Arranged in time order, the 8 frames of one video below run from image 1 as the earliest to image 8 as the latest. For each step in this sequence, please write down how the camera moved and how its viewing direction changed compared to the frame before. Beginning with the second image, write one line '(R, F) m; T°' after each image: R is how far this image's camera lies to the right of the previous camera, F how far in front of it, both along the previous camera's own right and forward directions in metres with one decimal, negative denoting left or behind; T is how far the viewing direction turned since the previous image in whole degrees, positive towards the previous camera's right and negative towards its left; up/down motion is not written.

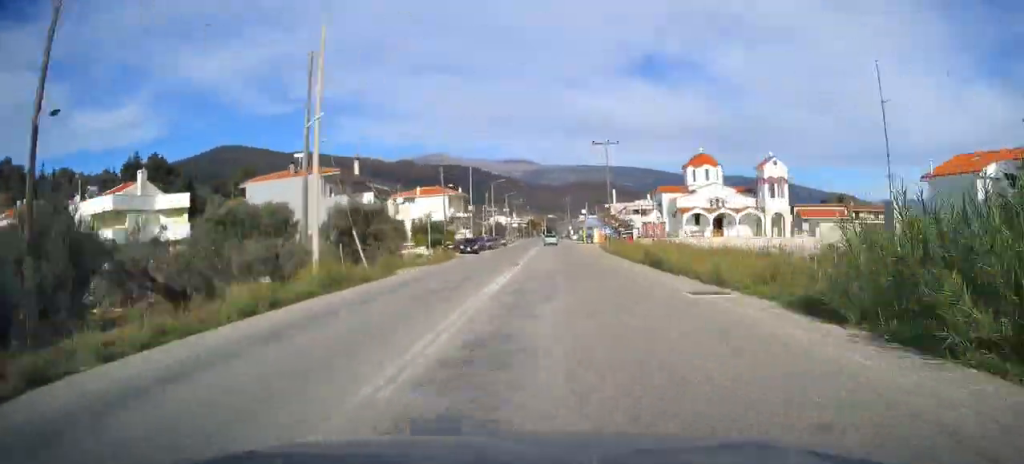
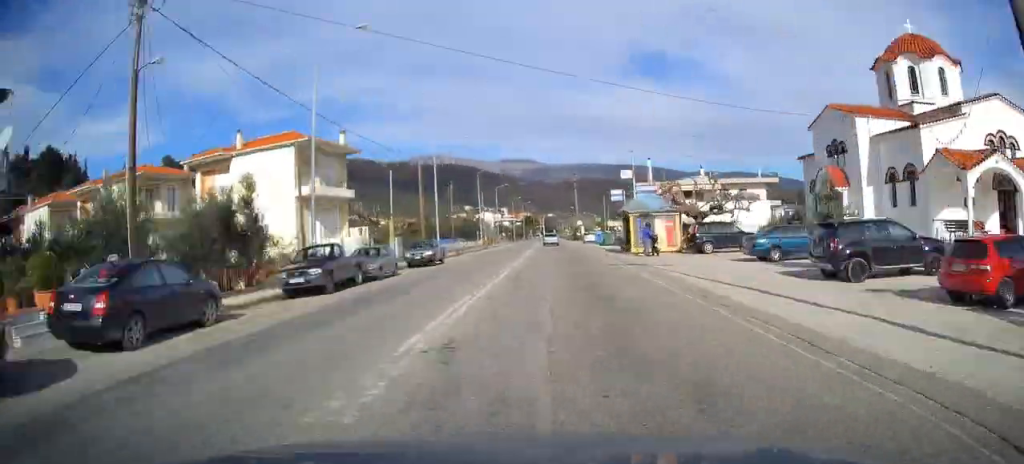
(0.0, +54.4) m; 0°
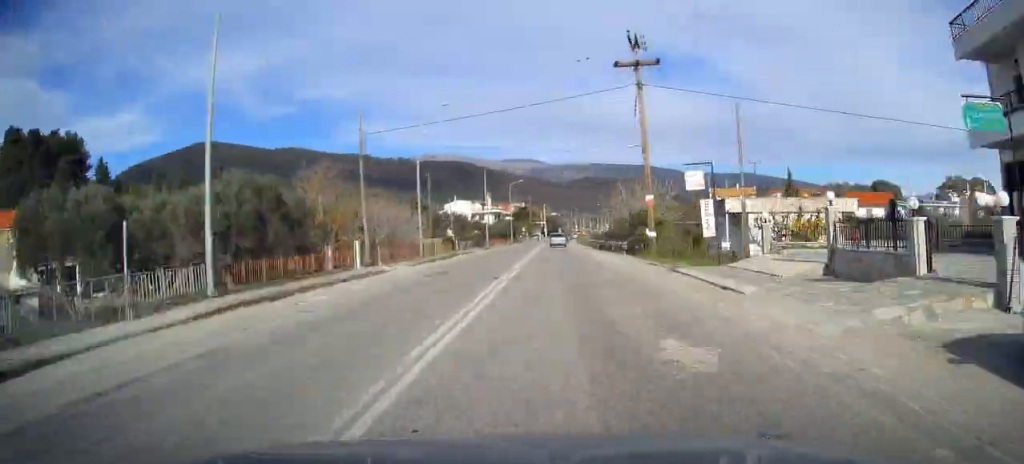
(-0.4, +73.1) m; +1°
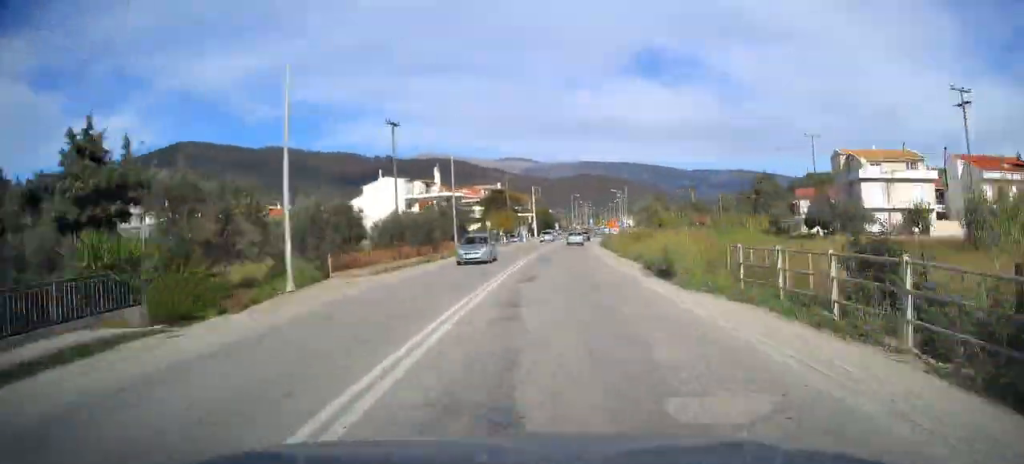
(+1.1, +61.7) m; +2°
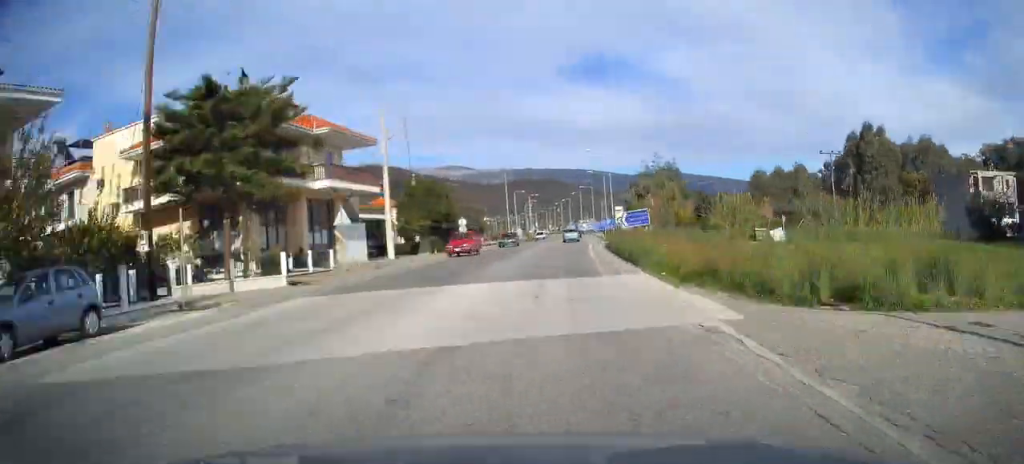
(+1.3, +75.7) m; +2°
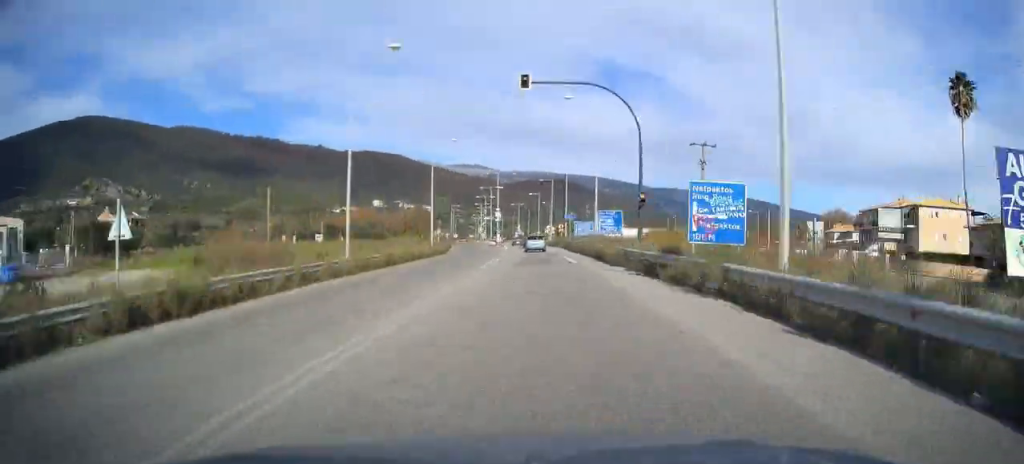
(+1.1, +135.8) m; -1°
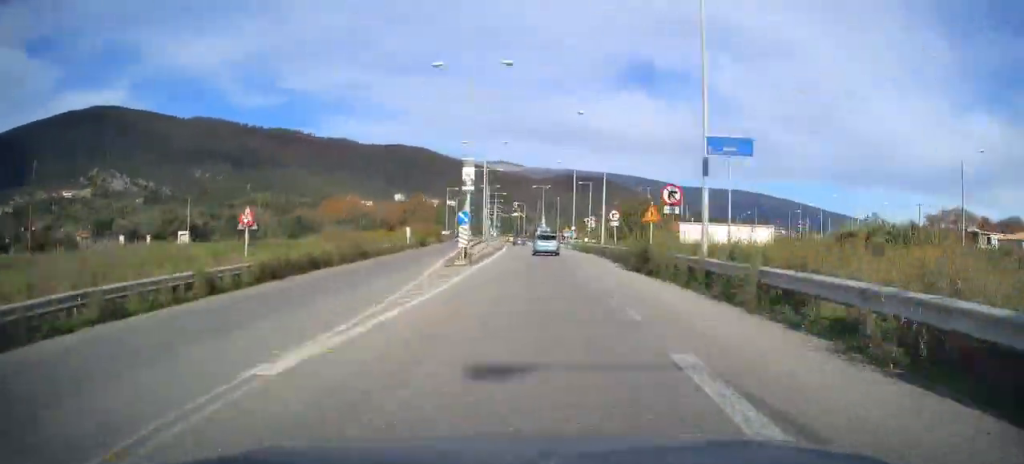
(-2.1, +49.3) m; 0°
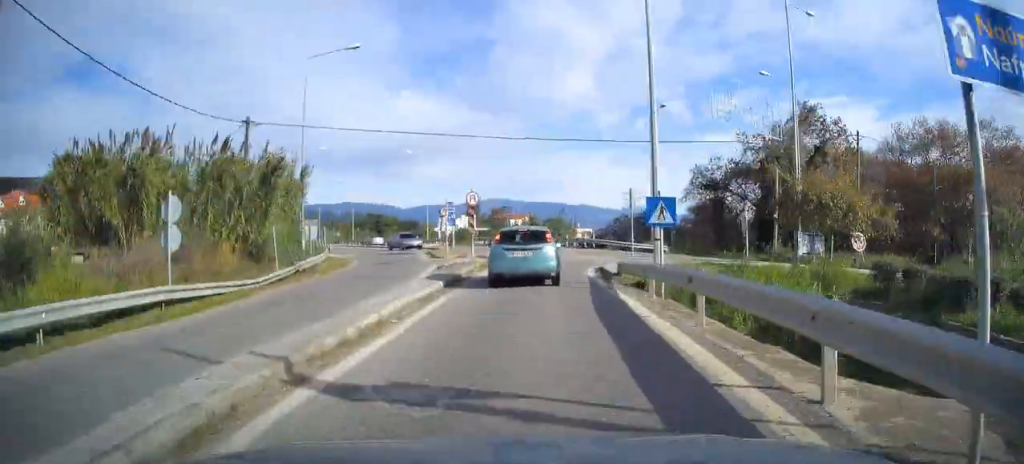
(+48.8, +130.0) m; +34°
